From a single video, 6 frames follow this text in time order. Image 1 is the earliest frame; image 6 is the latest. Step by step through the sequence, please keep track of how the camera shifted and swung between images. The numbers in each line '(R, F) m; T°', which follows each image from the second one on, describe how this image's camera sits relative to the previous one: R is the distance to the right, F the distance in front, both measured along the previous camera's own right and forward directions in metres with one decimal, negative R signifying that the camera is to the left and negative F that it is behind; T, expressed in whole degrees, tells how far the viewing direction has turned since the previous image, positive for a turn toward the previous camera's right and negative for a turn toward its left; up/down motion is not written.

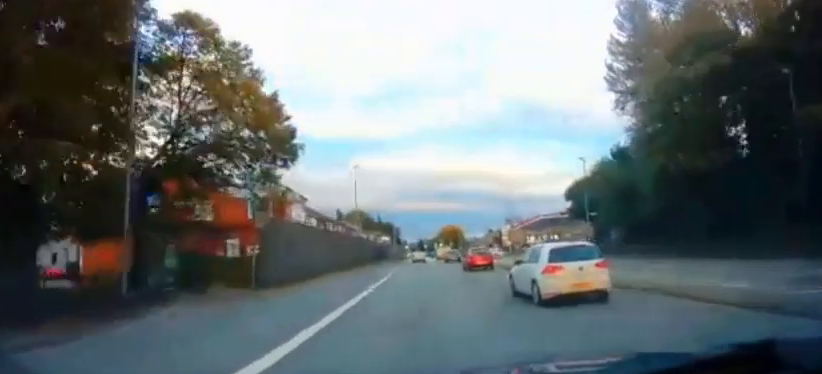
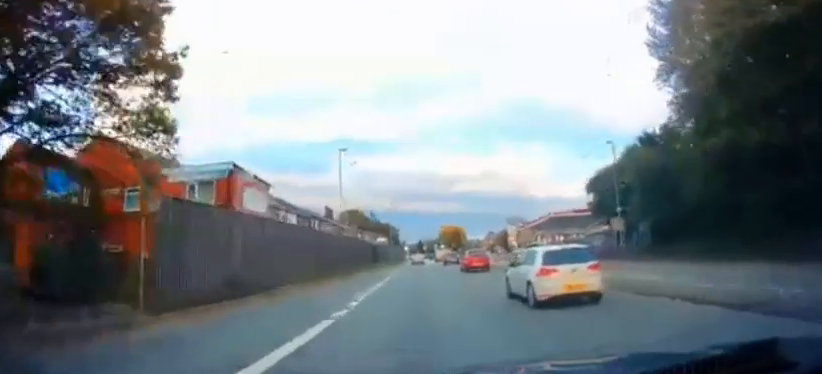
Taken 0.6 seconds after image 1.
(+0.2, +8.3) m; -1°
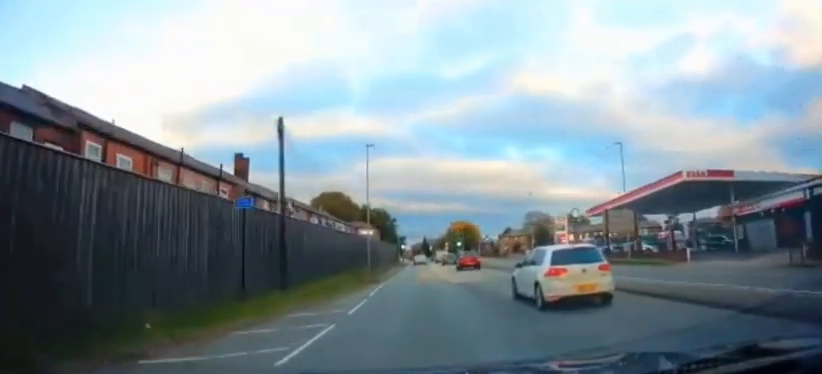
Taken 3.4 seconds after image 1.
(+0.2, +36.0) m; 0°
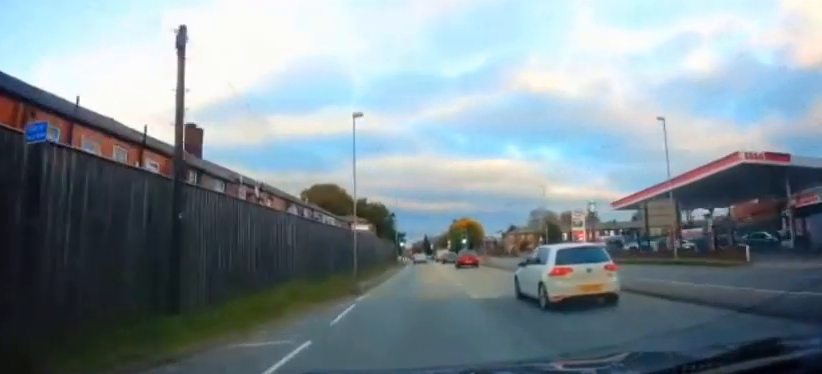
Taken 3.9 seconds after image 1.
(-0.1, +7.6) m; -1°
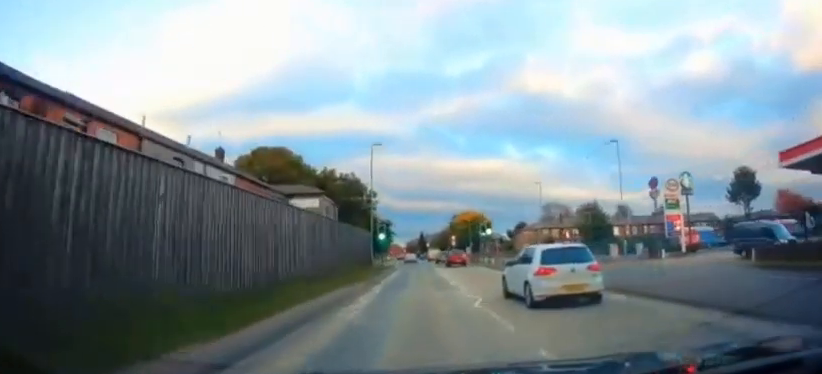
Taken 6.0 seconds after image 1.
(+1.2, +27.4) m; +16°
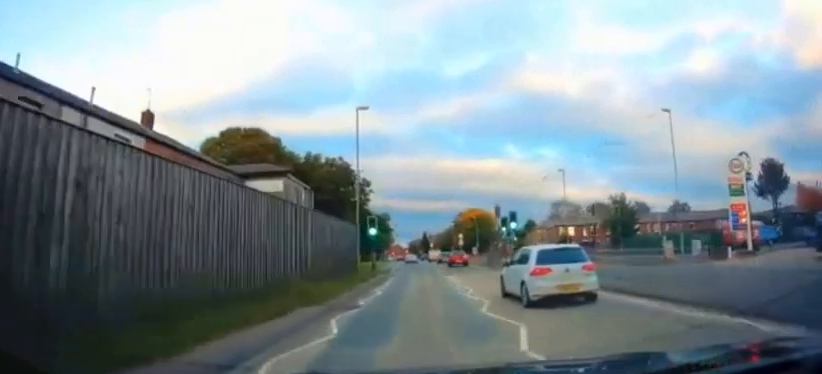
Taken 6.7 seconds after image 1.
(+2.0, +8.8) m; +5°
